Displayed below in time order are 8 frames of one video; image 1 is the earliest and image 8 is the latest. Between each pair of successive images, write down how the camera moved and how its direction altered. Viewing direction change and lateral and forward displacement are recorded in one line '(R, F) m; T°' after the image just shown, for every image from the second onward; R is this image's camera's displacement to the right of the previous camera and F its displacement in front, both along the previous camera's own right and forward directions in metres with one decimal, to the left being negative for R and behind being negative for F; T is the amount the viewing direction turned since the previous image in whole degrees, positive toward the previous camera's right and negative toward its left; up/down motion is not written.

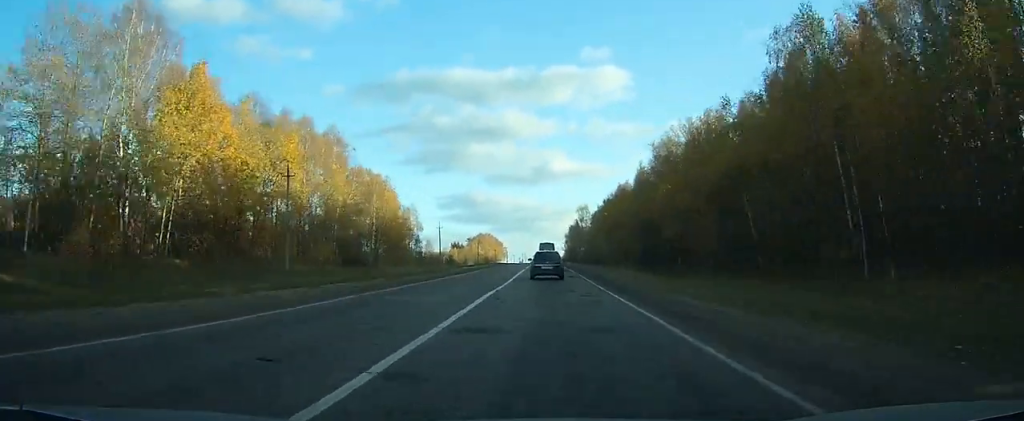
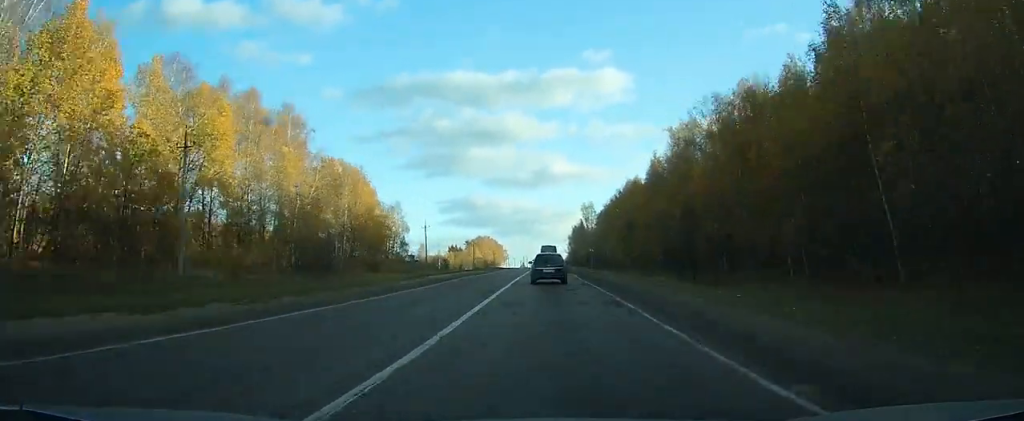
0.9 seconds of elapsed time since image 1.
(0.0, +17.1) m; 0°
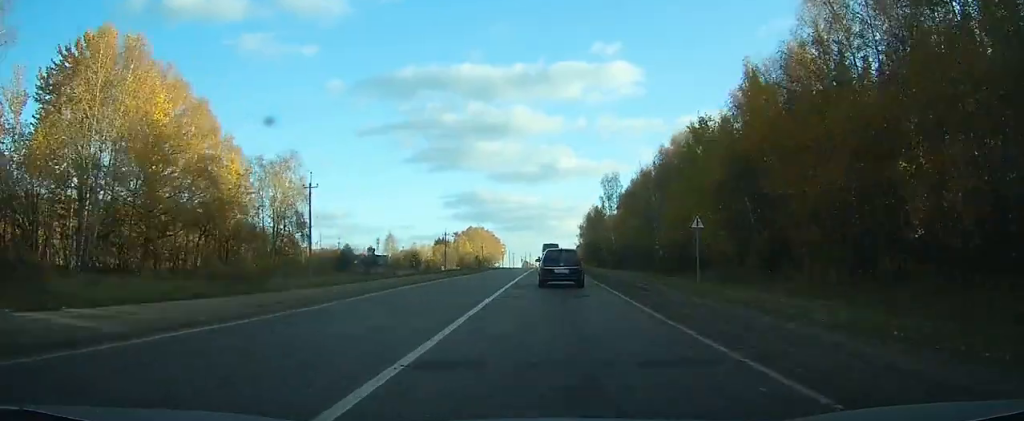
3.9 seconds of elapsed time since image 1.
(-0.2, +55.8) m; 0°
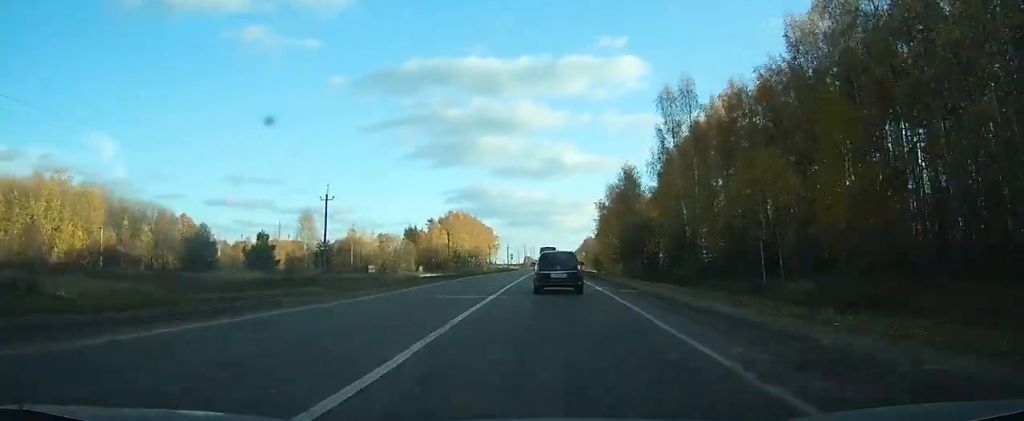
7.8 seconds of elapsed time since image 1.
(-0.1, +67.2) m; 0°
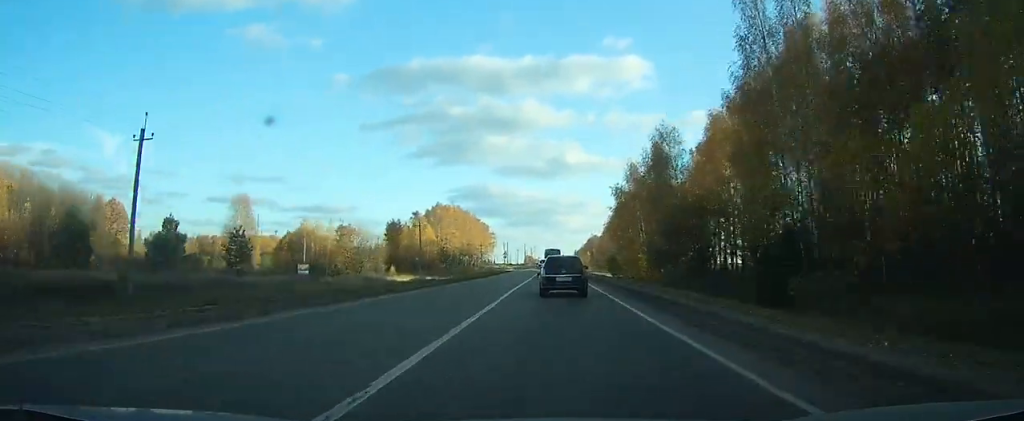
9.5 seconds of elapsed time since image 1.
(-0.1, +30.5) m; 0°
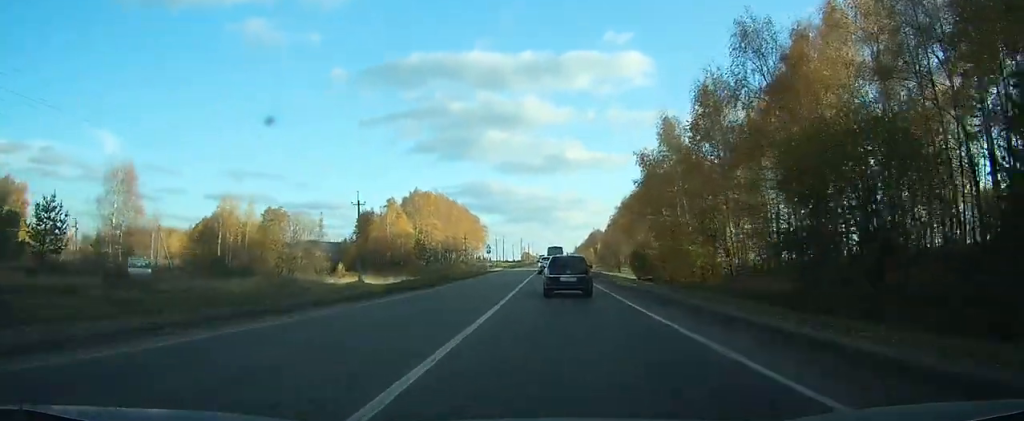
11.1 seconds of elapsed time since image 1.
(0.0, +30.6) m; 0°
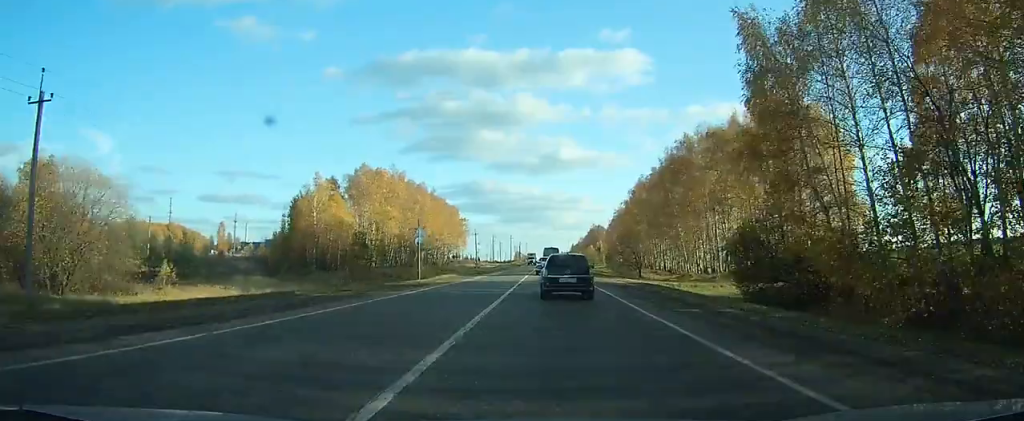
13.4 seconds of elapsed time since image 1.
(+0.1, +41.6) m; +3°
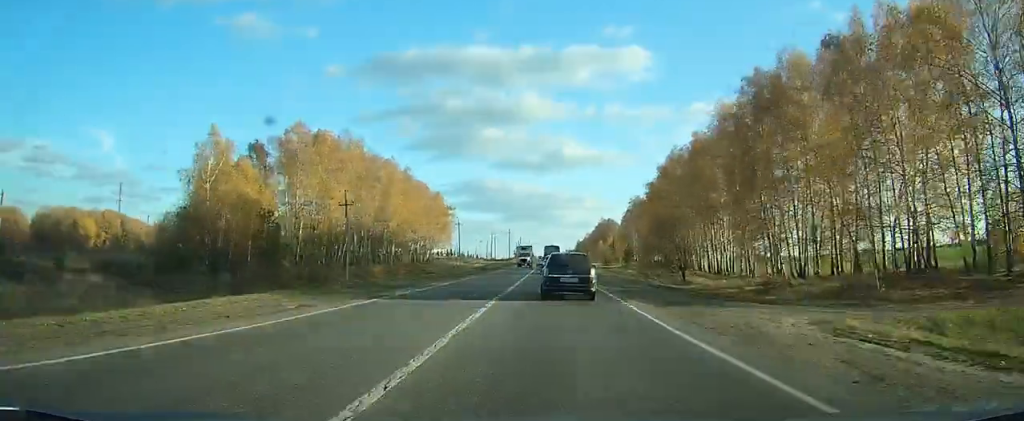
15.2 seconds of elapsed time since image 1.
(+1.1, +32.4) m; +1°
